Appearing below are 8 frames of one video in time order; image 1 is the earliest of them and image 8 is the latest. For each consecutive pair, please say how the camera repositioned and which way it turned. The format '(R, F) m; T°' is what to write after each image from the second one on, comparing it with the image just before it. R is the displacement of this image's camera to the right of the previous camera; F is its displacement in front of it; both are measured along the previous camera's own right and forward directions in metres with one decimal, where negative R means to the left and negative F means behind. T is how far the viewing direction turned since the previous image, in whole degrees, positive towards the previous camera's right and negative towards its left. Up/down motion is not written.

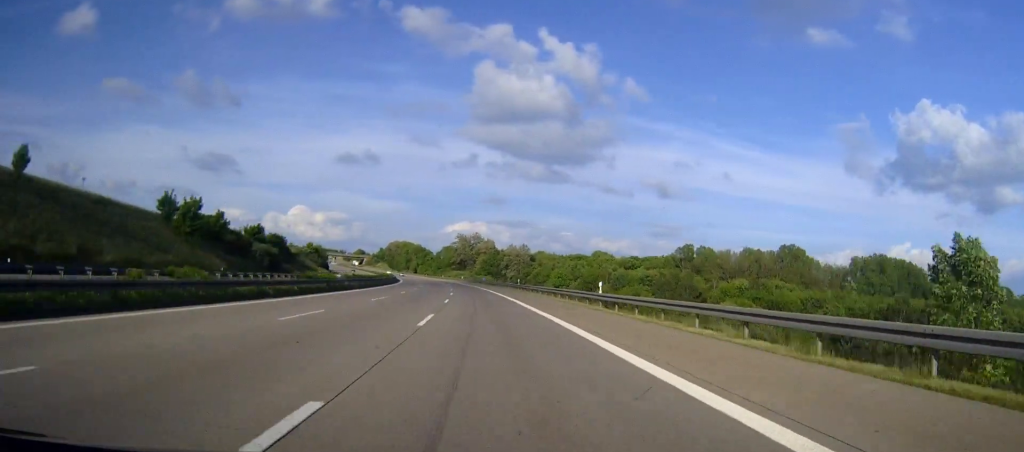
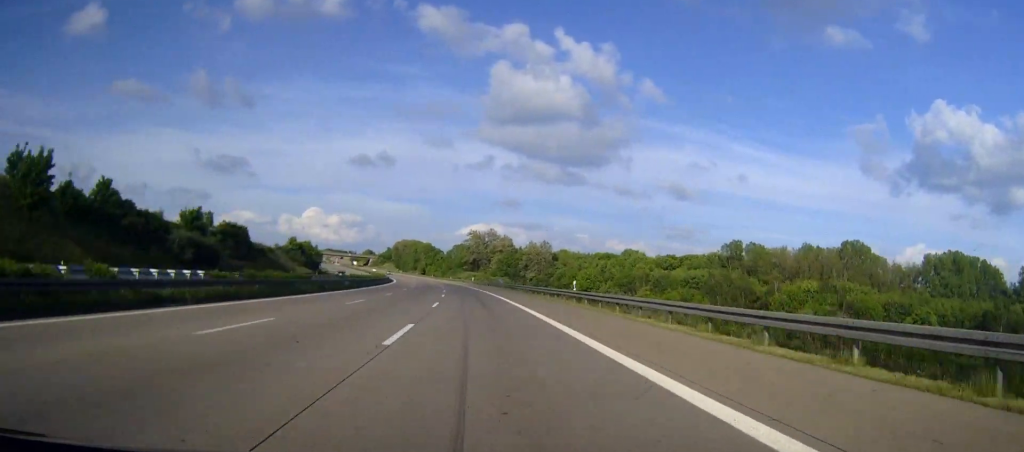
(-0.4, +41.5) m; -2°
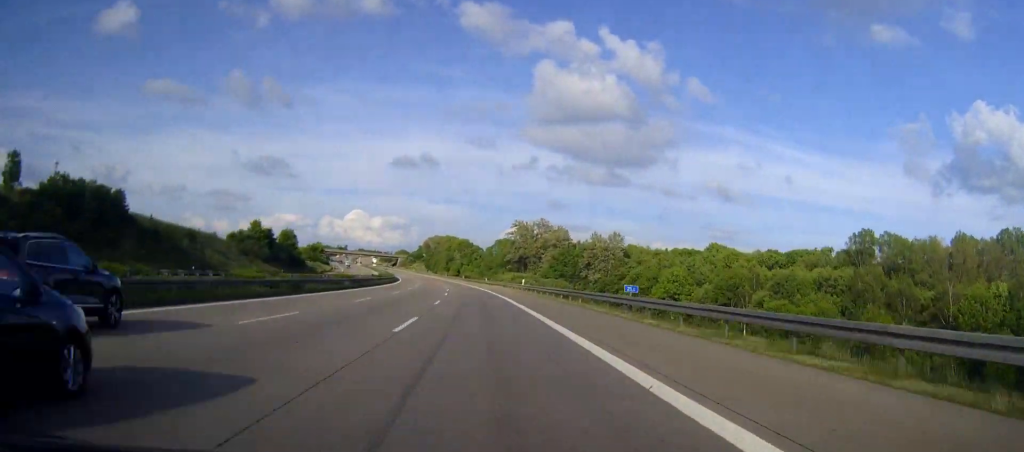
(-1.6, +69.1) m; -3°
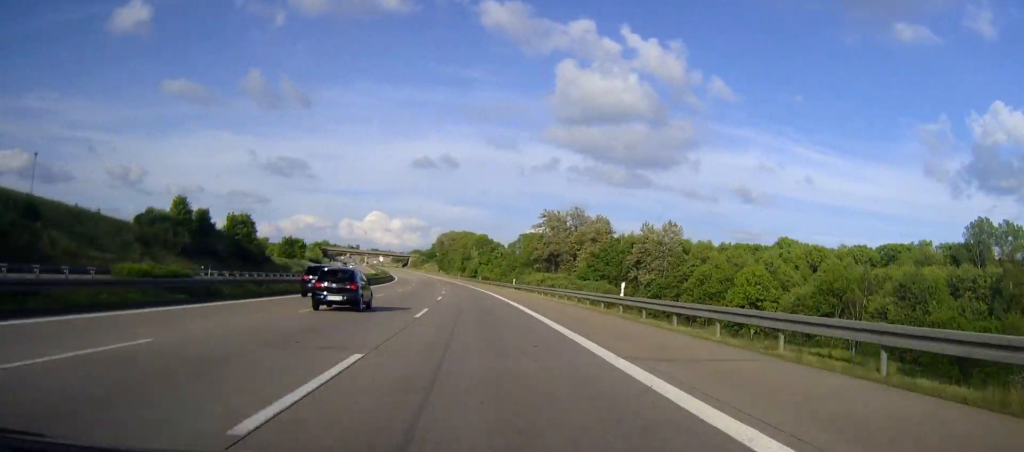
(-1.4, +47.0) m; -2°
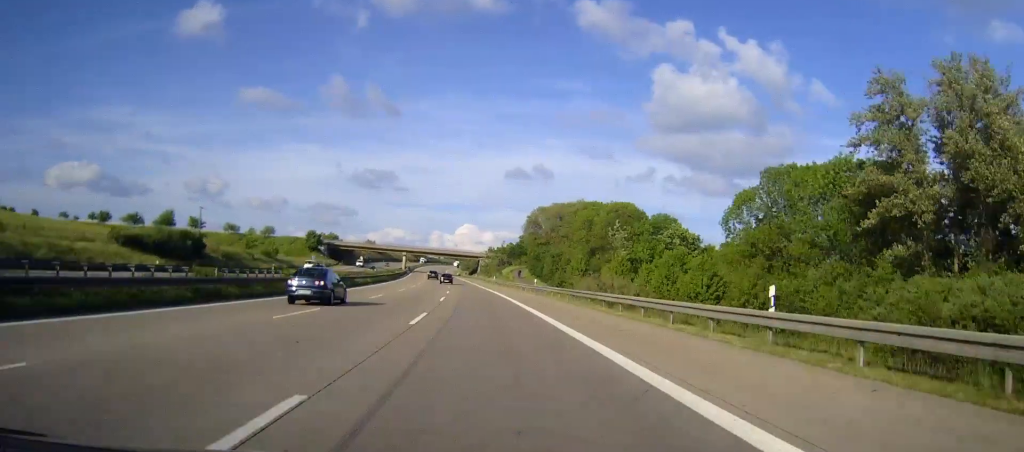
(-9.6, +165.4) m; -6°
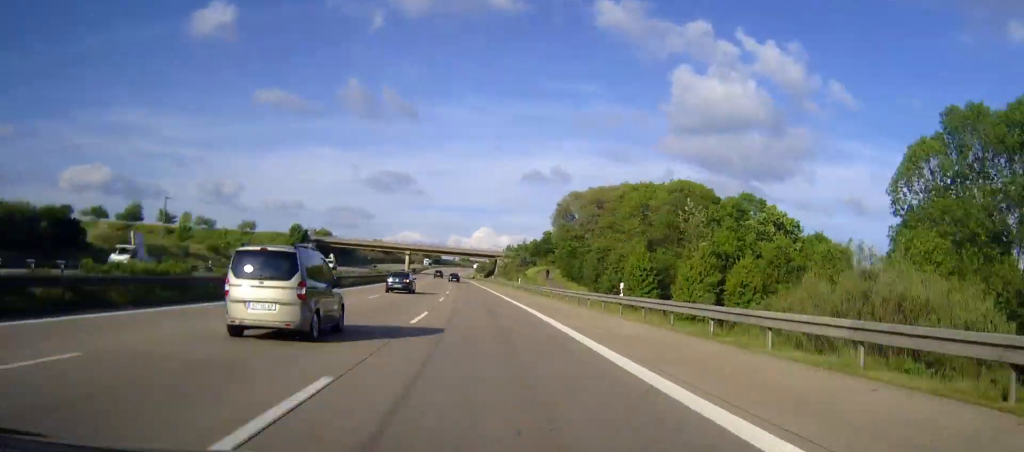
(-0.1, +35.9) m; -1°
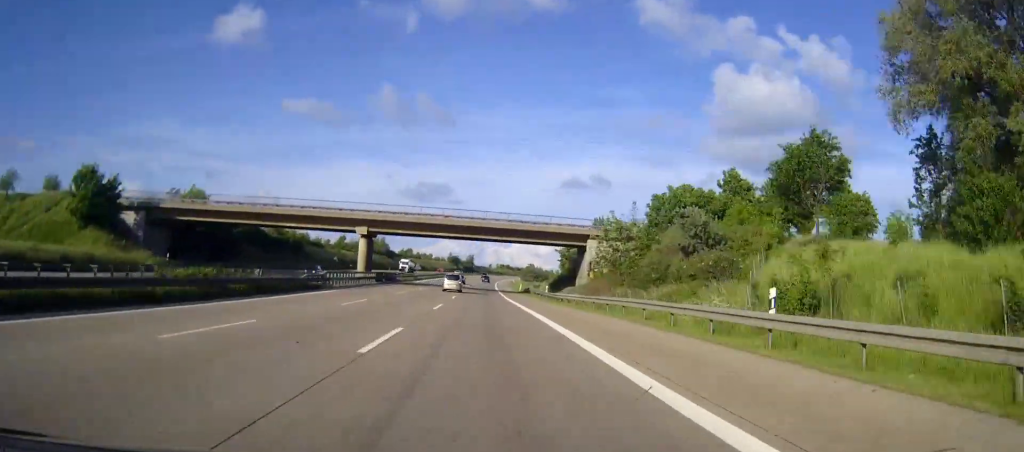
(-3.2, +115.8) m; -2°
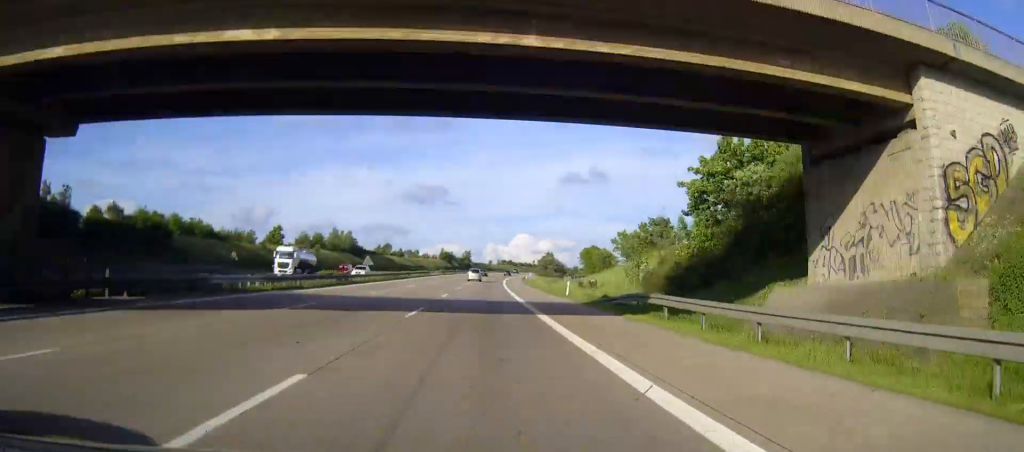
(-0.5, +63.4) m; +1°
